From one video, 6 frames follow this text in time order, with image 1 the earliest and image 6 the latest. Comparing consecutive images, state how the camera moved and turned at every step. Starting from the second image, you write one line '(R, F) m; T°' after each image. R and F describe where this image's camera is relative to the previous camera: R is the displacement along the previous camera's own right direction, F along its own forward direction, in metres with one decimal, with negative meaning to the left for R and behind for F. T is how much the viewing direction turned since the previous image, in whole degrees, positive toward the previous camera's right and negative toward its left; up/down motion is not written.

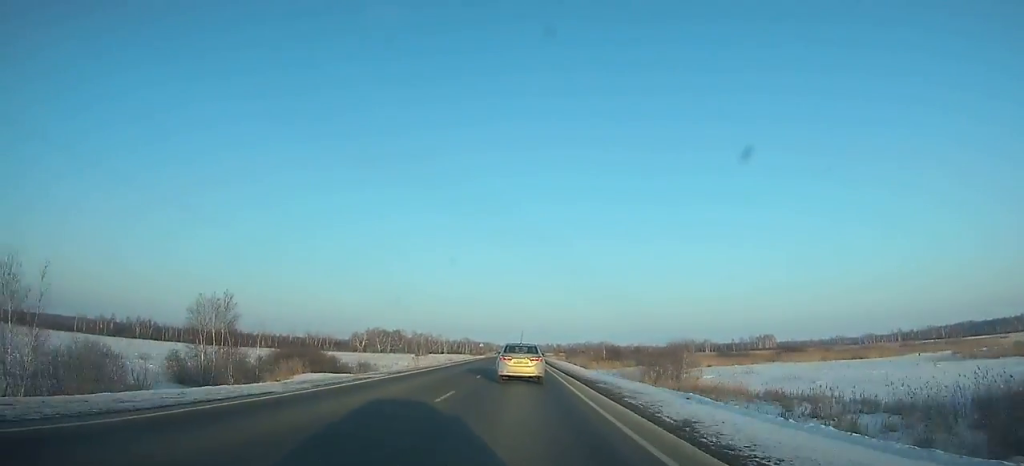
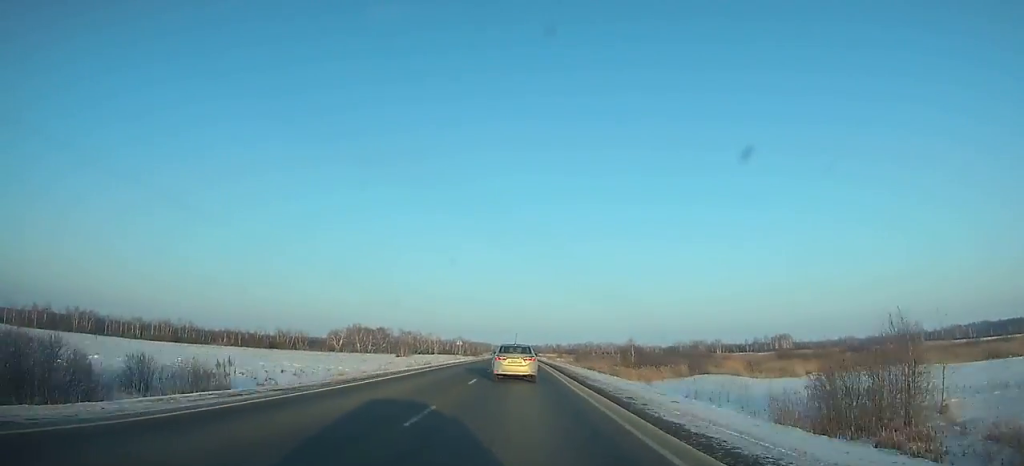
(0.0, +40.3) m; 0°
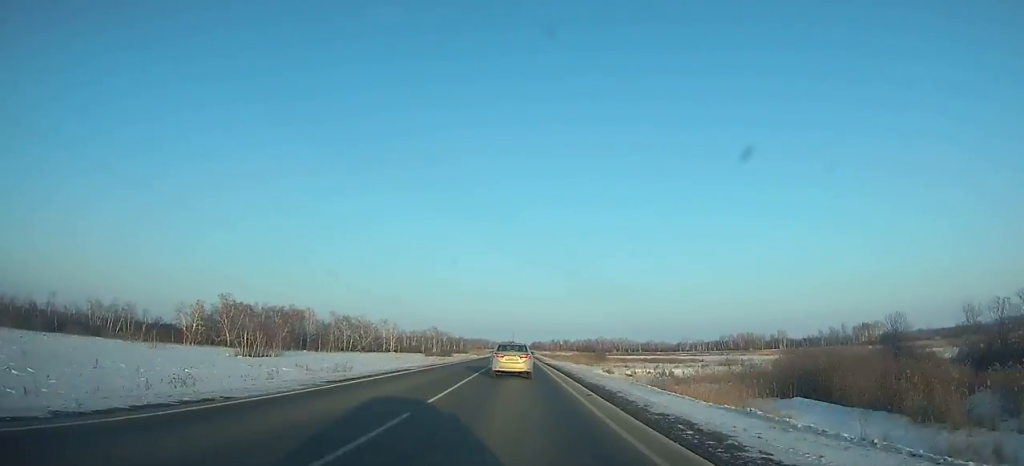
(+0.1, +138.2) m; 0°
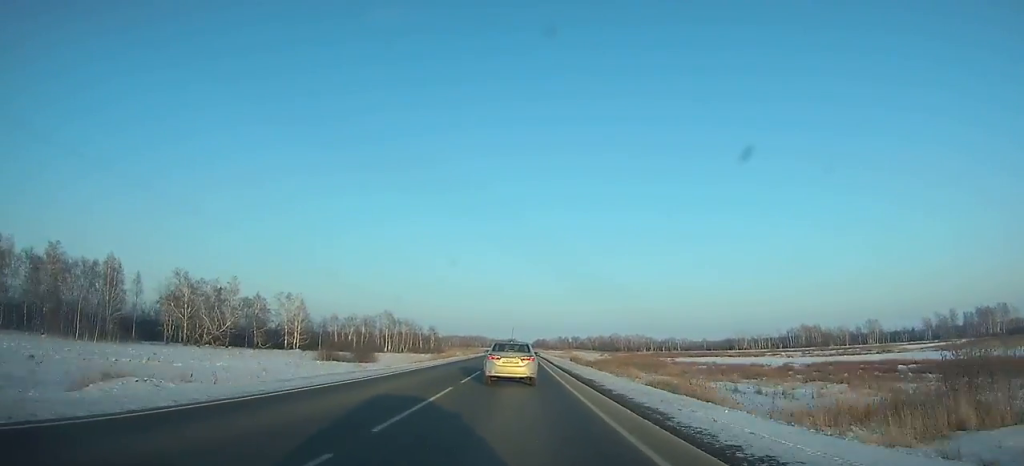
(+0.5, +114.1) m; 0°
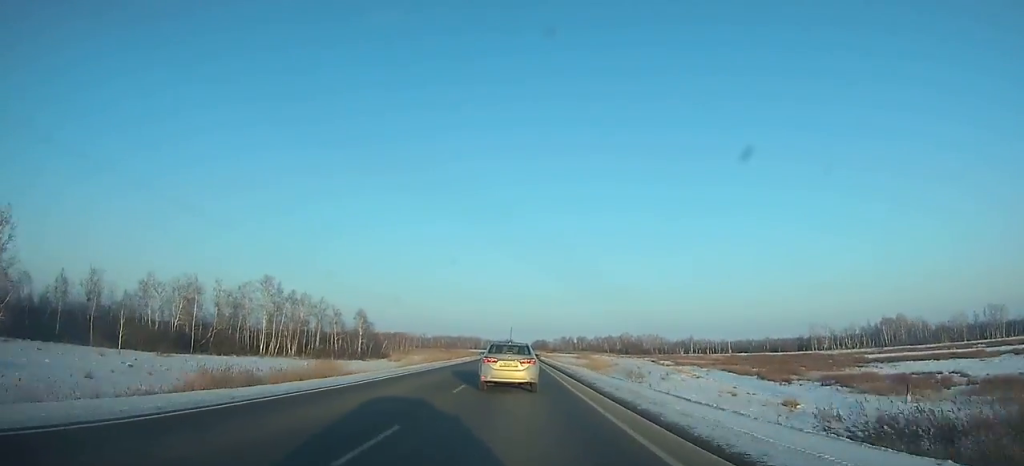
(-0.4, +96.8) m; 0°
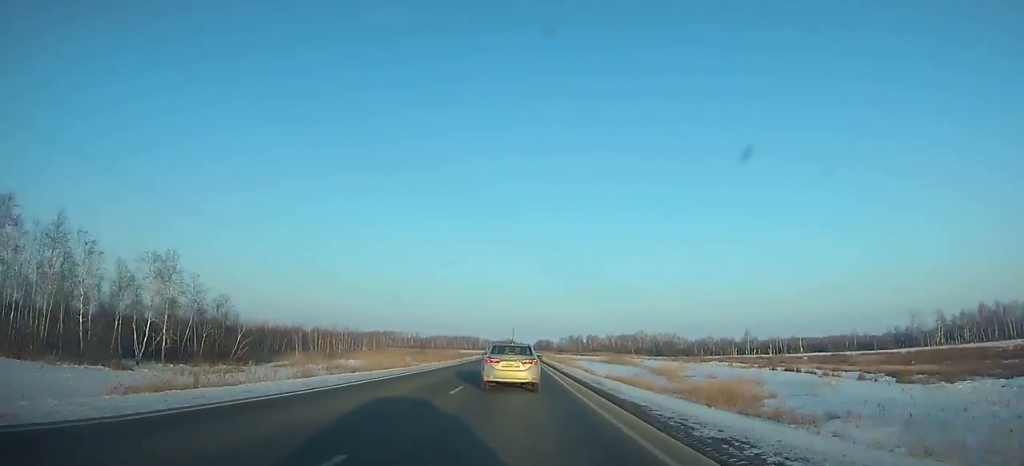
(0.0, +73.4) m; 0°
